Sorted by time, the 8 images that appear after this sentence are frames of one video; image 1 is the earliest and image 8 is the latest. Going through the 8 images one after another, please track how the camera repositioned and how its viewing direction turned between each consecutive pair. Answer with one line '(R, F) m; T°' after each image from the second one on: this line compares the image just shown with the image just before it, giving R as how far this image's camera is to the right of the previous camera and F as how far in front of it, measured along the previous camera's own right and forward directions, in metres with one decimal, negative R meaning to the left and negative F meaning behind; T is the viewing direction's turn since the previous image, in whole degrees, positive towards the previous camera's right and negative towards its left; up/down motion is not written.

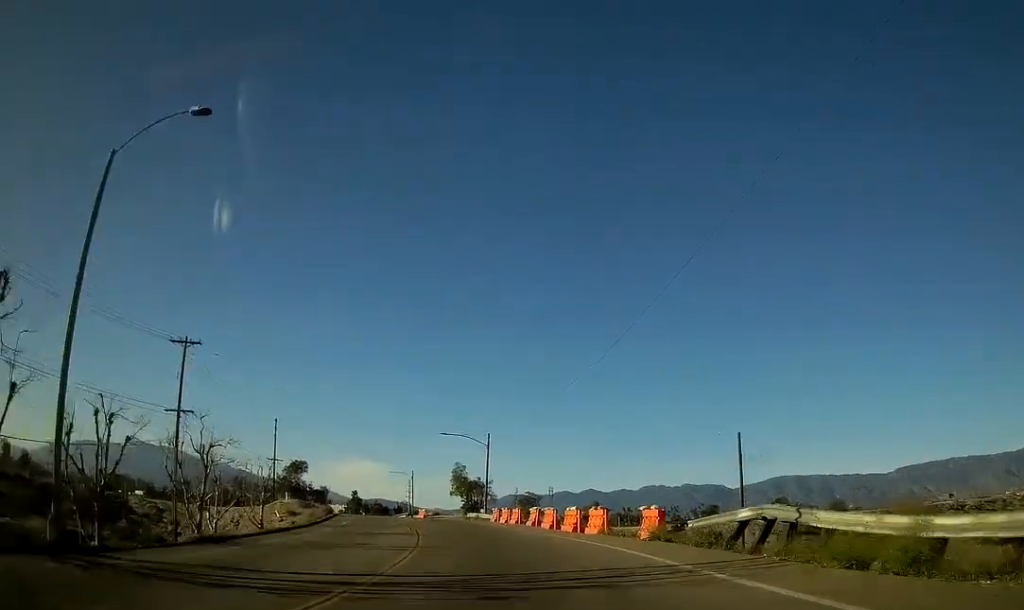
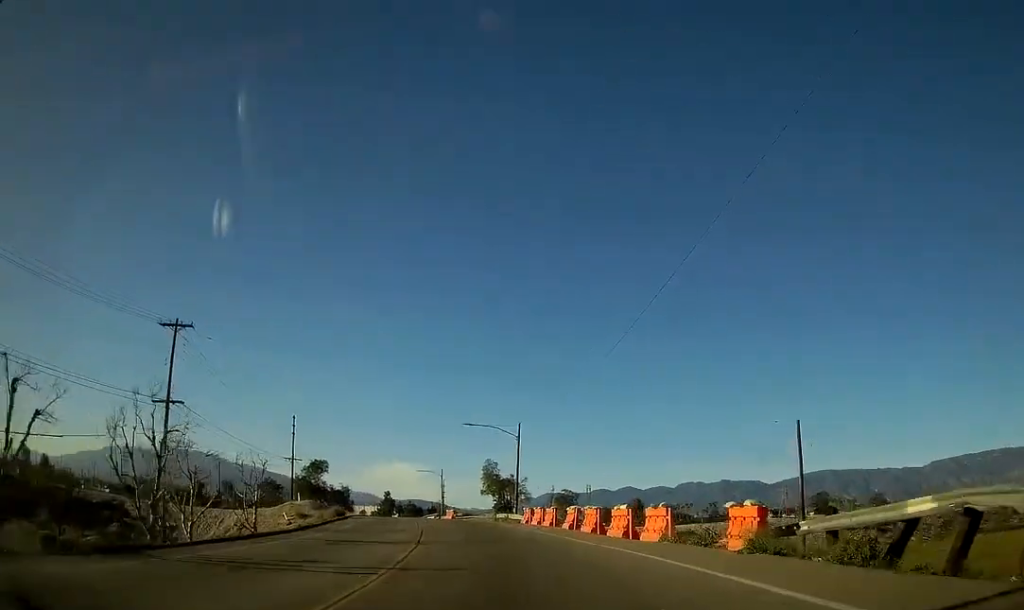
(+0.1, +8.4) m; -3°
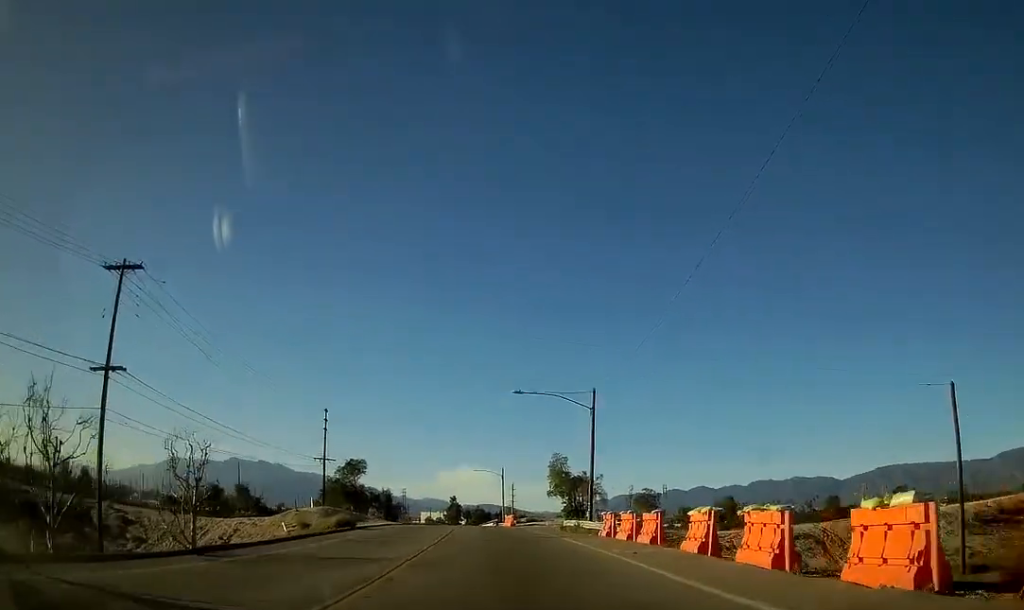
(-1.4, +17.6) m; -9°
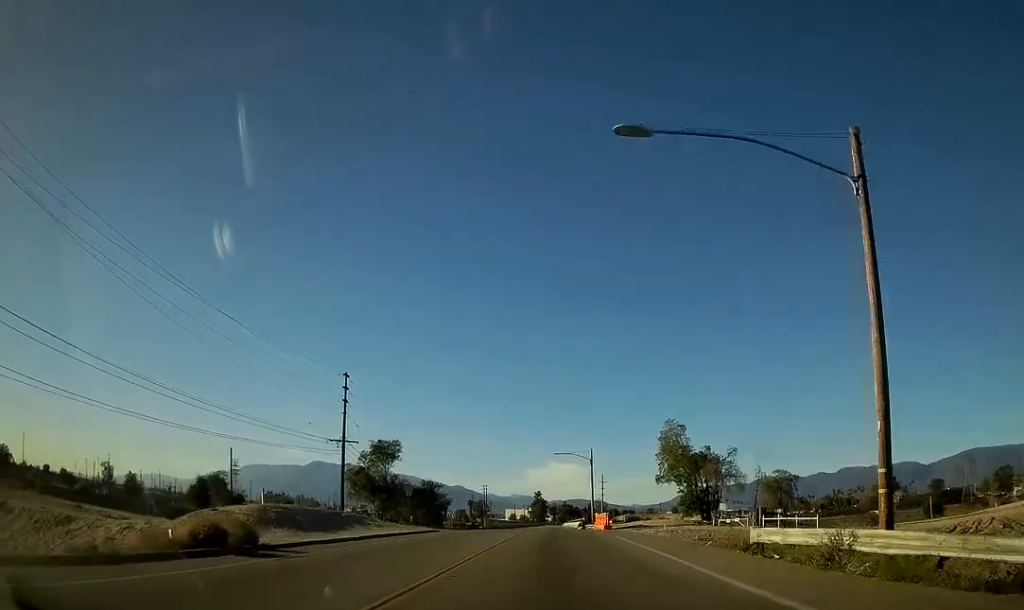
(-1.7, +27.4) m; -5°
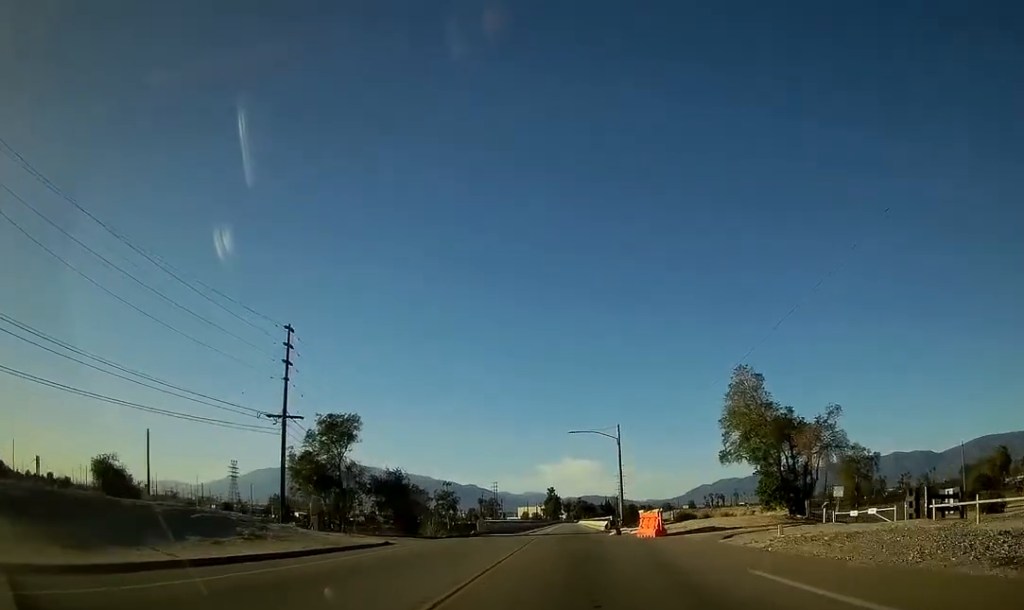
(-0.5, +19.9) m; -4°
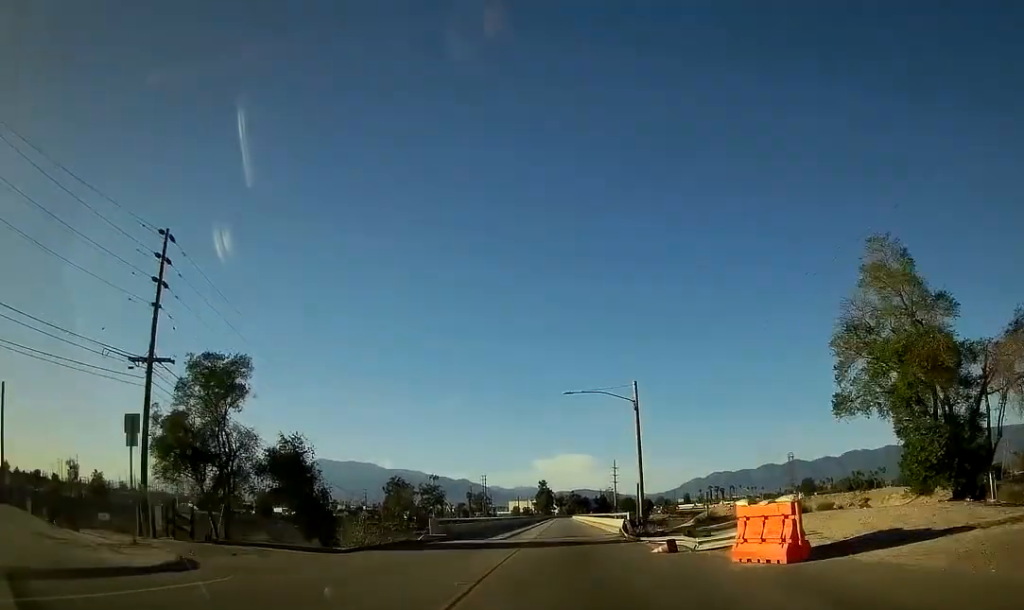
(-0.6, +19.1) m; 0°
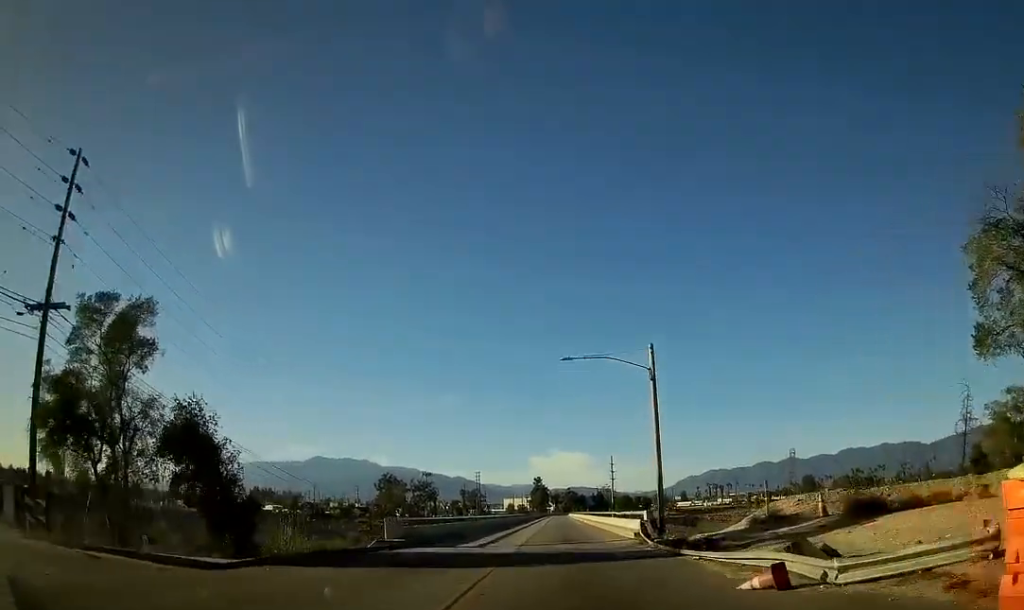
(-0.2, +8.3) m; +1°
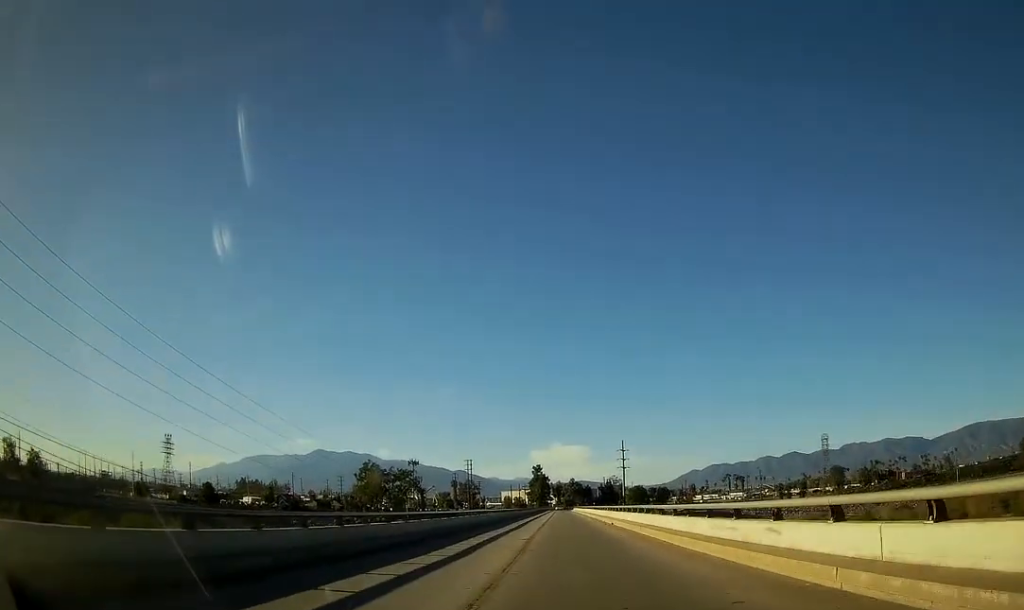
(+1.1, +42.6) m; 0°
